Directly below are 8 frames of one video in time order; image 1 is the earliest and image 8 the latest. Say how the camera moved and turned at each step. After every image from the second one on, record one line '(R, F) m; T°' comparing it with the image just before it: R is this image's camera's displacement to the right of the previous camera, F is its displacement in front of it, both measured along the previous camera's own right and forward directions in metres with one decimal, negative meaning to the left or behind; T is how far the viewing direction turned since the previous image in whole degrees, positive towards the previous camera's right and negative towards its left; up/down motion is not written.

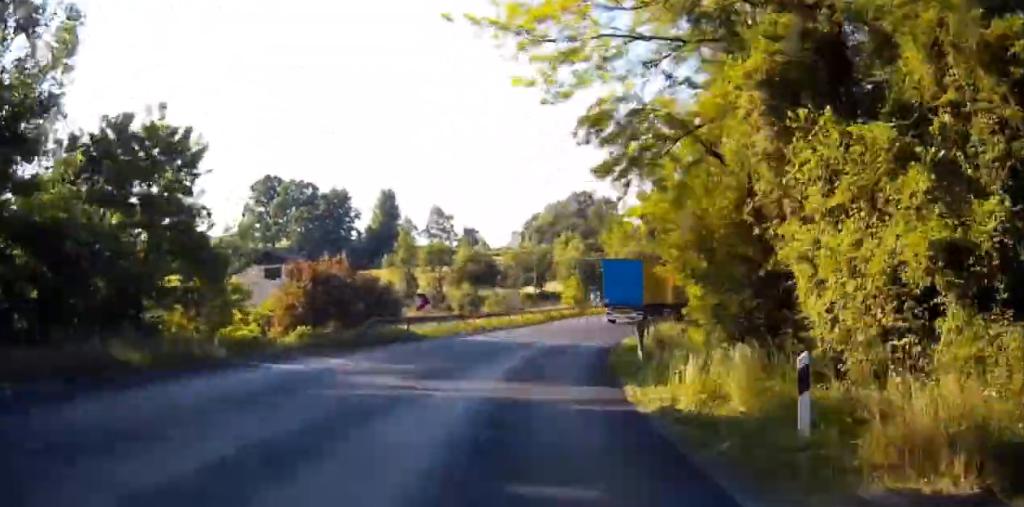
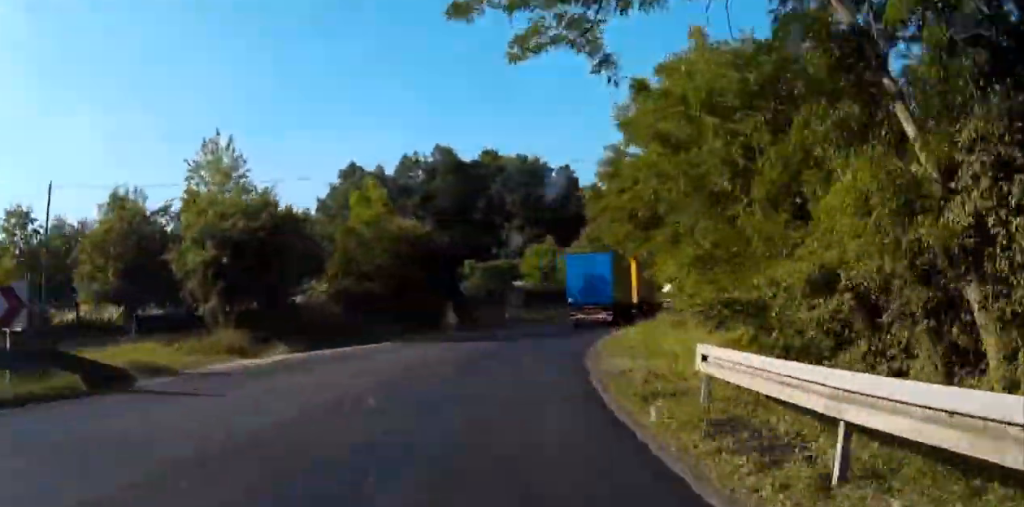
(+12.4, +49.7) m; +27°
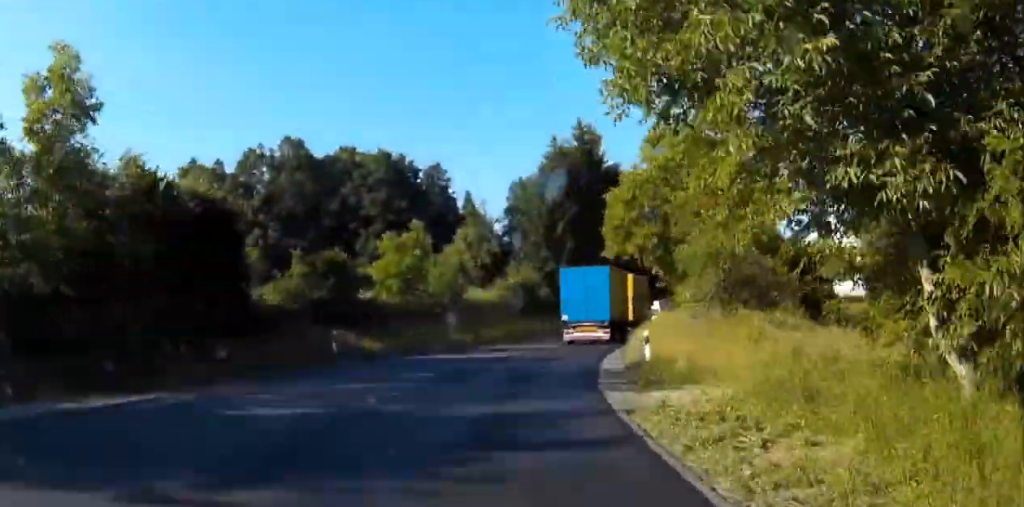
(+2.2, +23.7) m; +12°
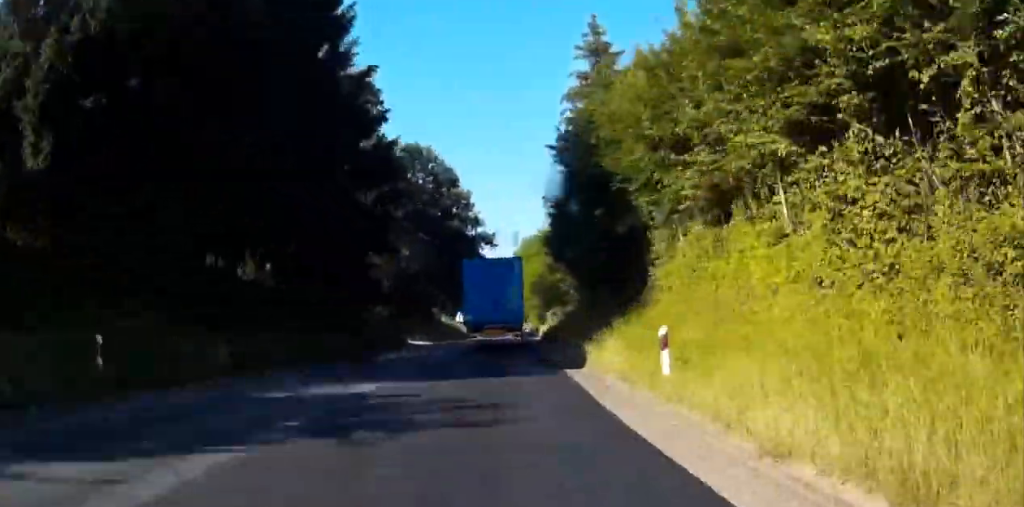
(+8.2, +53.8) m; +13°
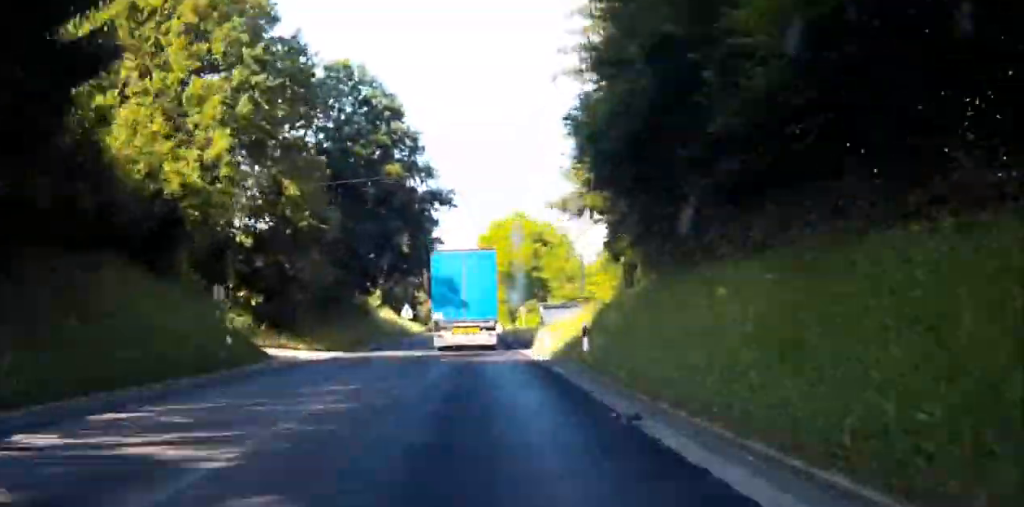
(+1.7, +24.2) m; +3°
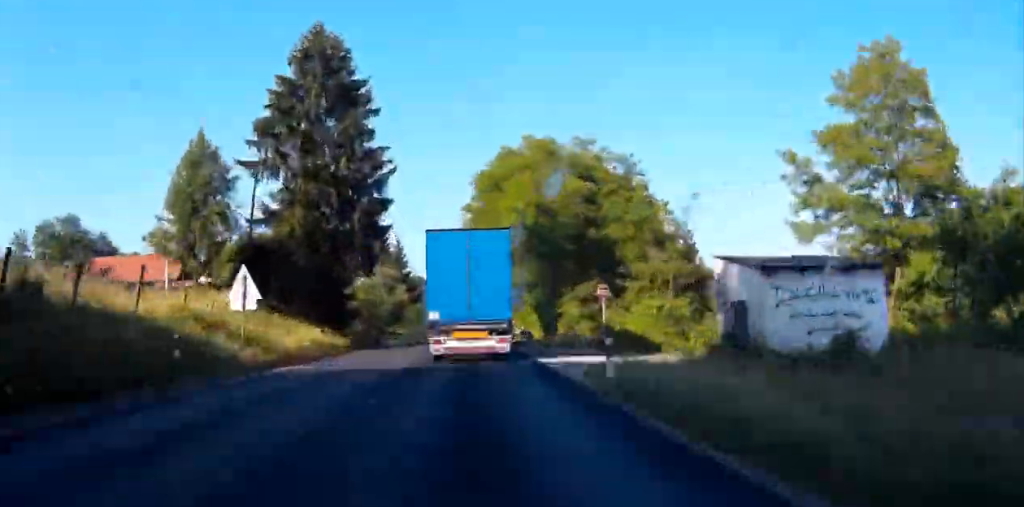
(+1.3, +50.4) m; -2°
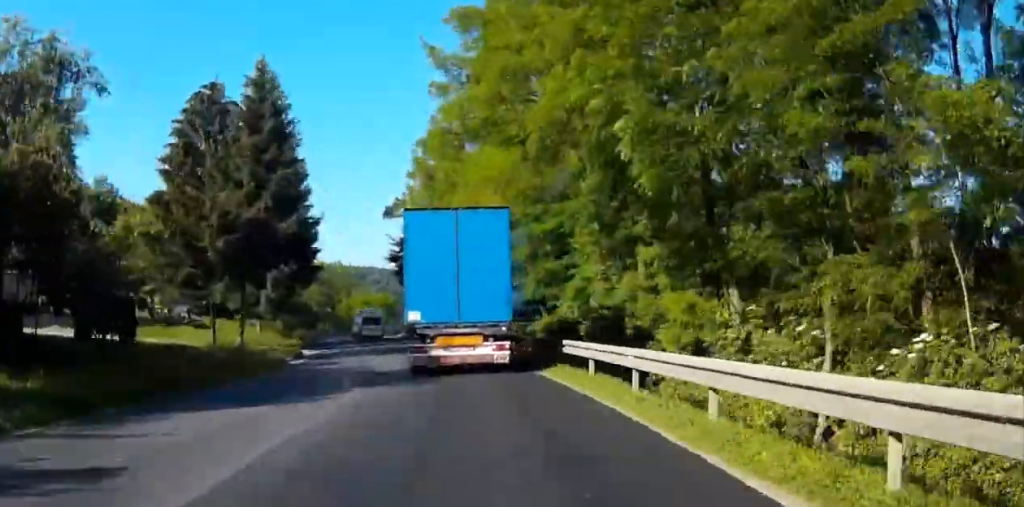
(-4.8, +70.4) m; -5°
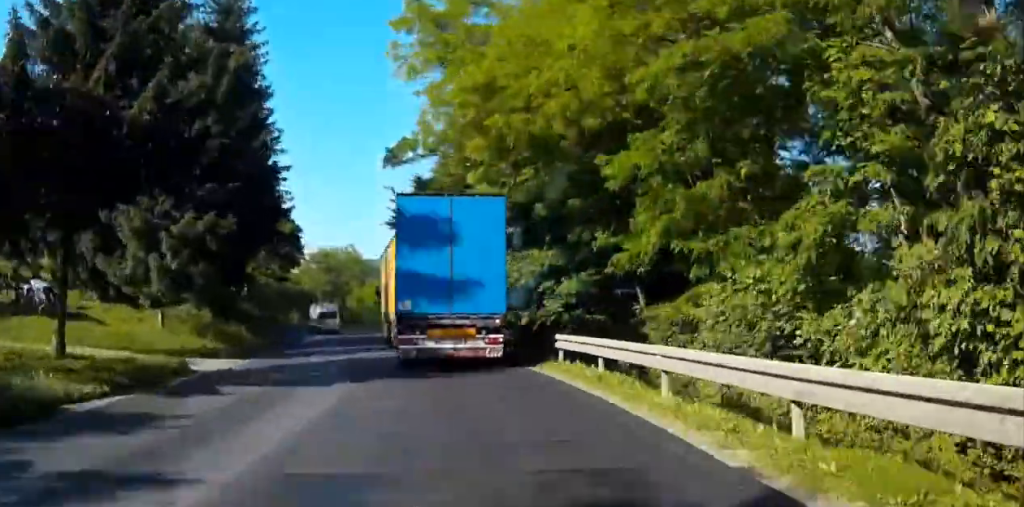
(0.0, +16.5) m; 0°
